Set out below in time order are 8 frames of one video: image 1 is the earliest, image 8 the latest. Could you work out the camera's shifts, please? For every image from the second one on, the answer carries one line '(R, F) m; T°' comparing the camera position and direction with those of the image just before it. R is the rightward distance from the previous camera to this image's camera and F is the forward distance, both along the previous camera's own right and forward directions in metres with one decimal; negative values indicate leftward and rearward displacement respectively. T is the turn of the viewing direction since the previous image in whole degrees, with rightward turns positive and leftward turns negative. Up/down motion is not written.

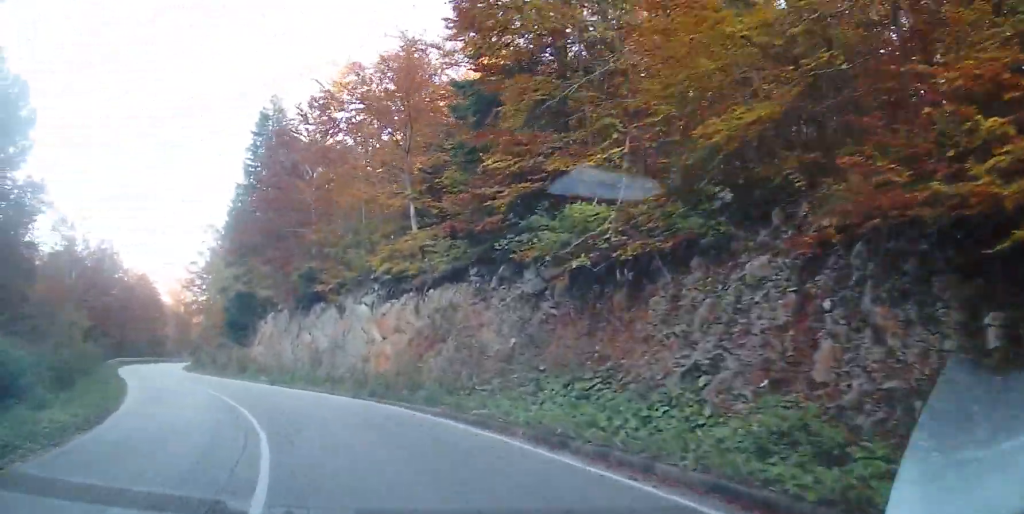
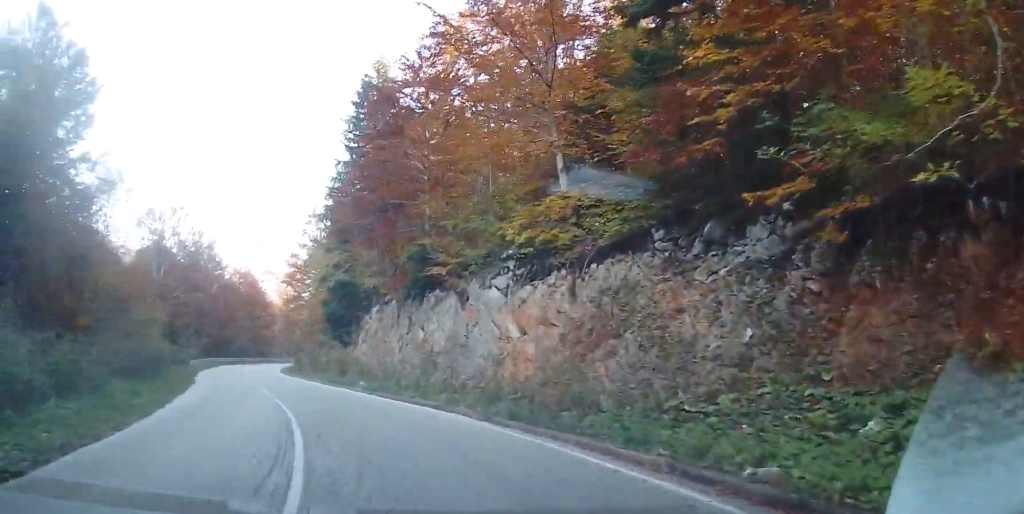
(-0.2, +5.4) m; -6°
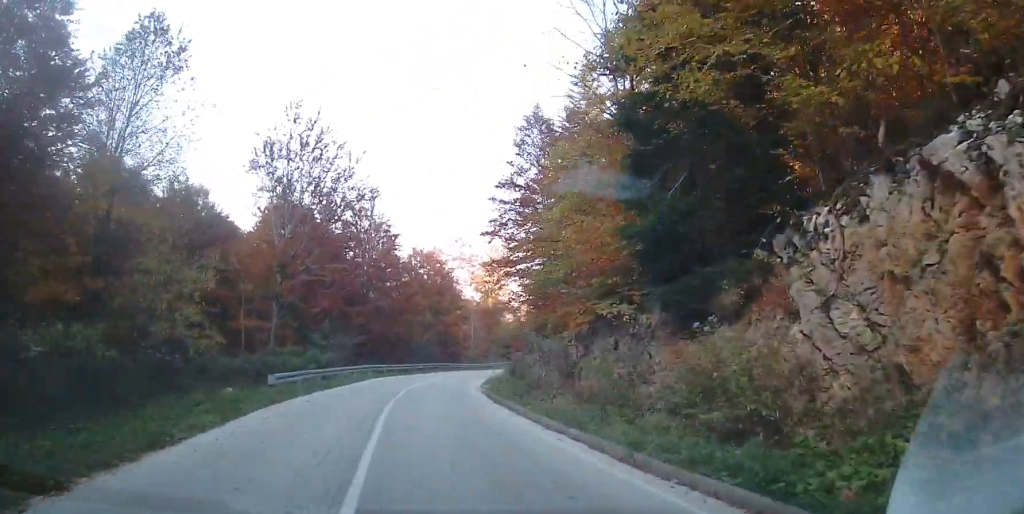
(-3.1, +18.3) m; -12°
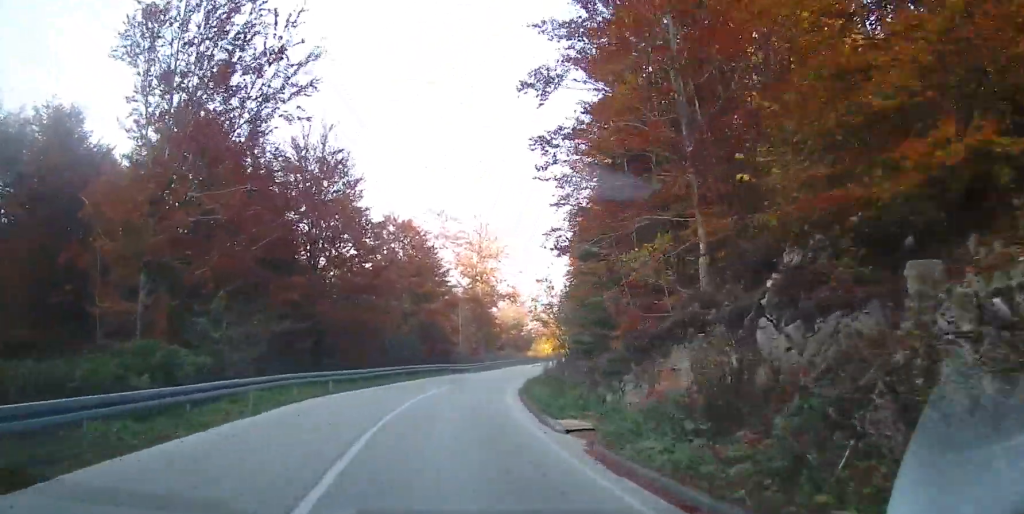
(-0.1, +13.5) m; -1°
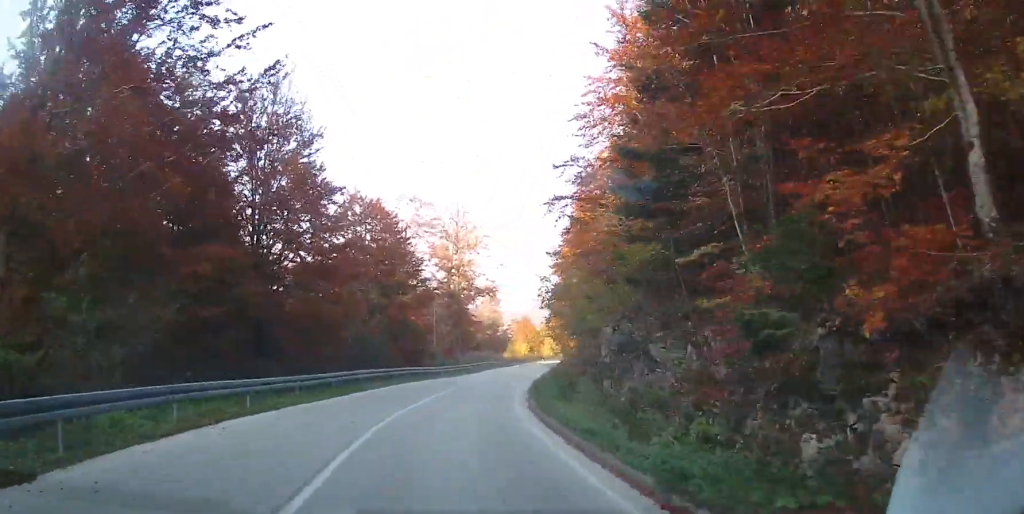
(0.0, +6.5) m; 0°
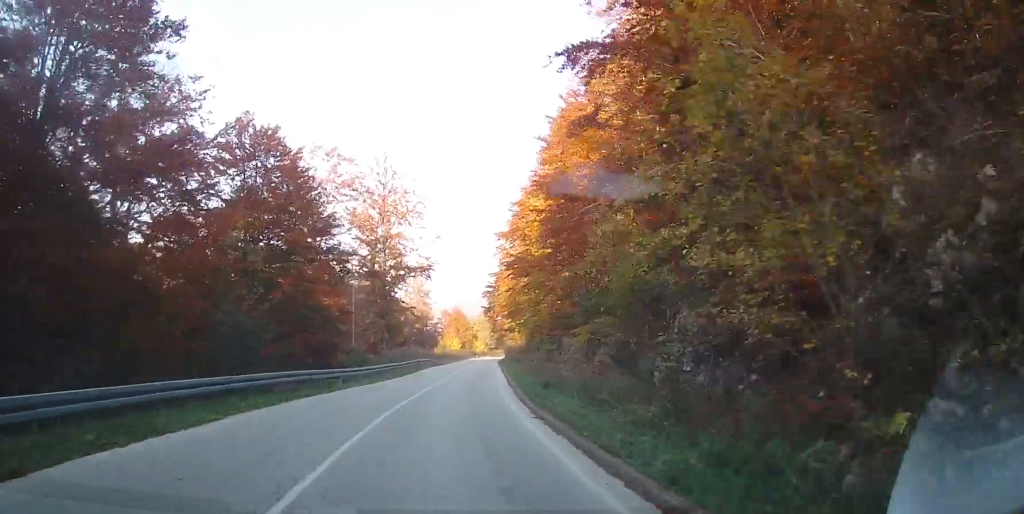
(+0.1, +13.0) m; +1°
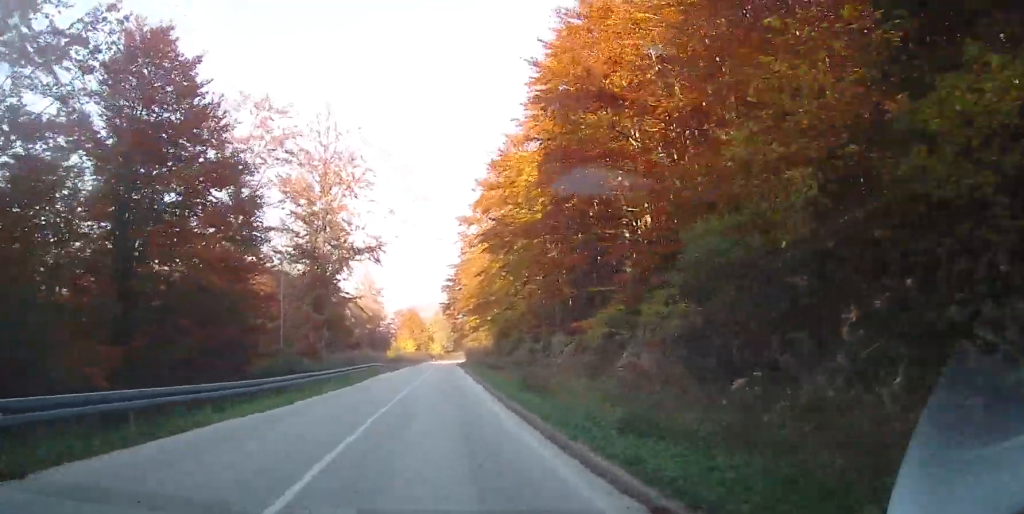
(+0.1, +10.6) m; +1°
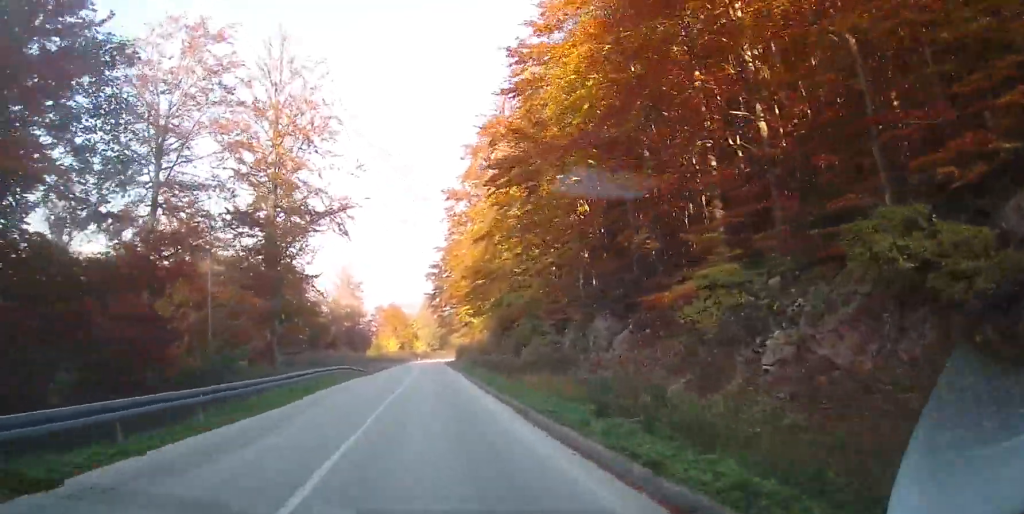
(+0.1, +10.9) m; 0°
